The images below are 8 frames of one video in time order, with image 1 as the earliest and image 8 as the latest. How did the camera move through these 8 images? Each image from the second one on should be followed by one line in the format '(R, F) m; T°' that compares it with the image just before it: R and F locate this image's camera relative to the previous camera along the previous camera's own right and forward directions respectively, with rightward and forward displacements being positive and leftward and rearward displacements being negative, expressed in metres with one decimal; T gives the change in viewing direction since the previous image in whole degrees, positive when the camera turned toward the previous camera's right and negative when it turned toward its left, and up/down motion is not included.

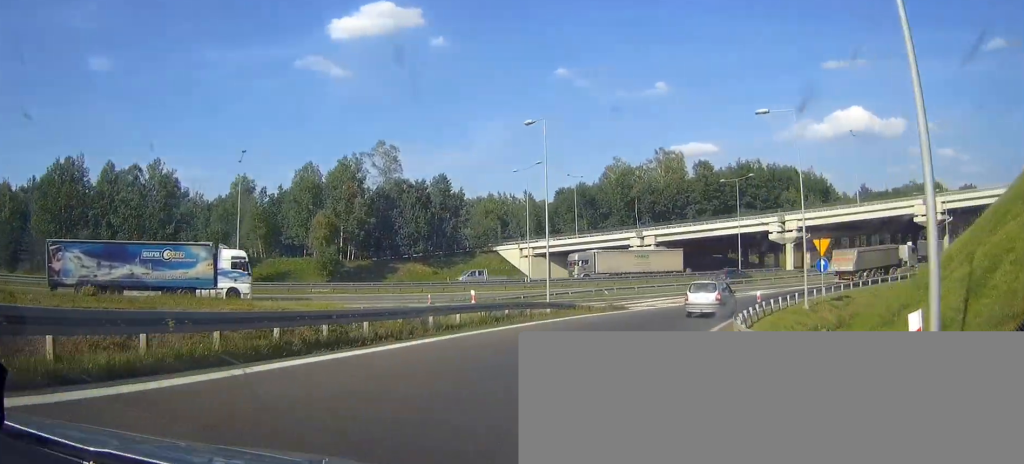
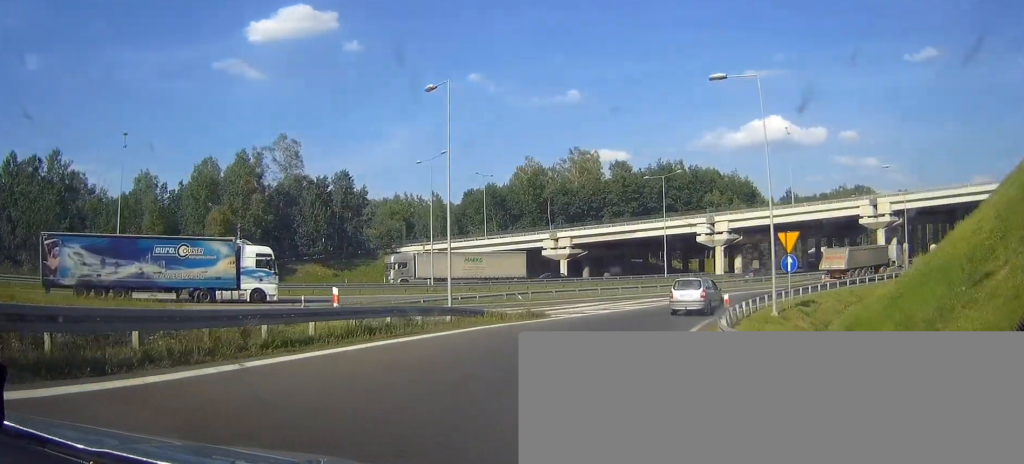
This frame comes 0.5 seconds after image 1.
(+0.2, +7.0) m; +1°
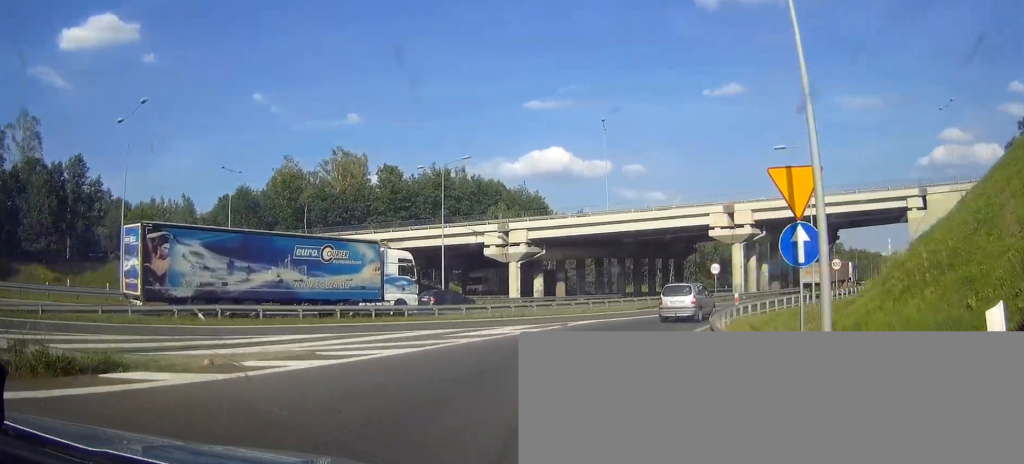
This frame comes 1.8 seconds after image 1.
(+0.1, +20.2) m; +12°
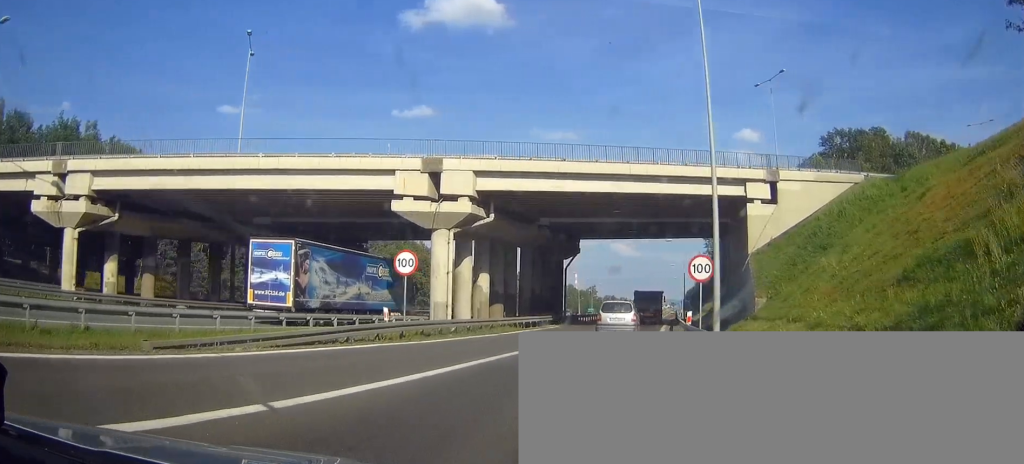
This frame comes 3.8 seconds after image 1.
(+11.5, +27.0) m; +37°
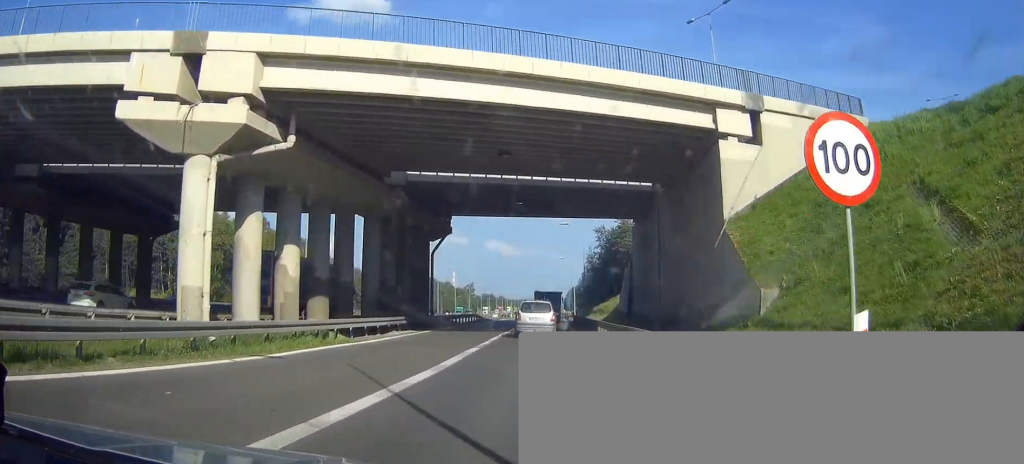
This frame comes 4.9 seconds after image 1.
(+0.9, +17.6) m; +3°
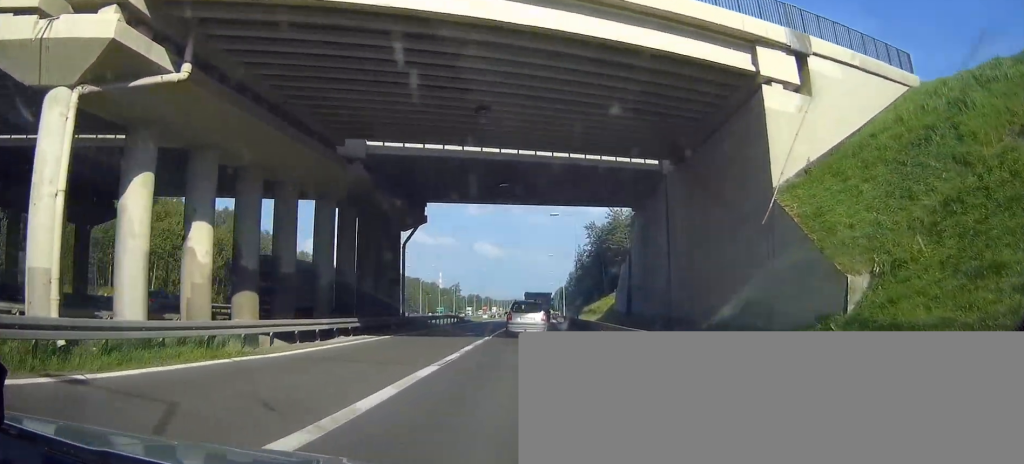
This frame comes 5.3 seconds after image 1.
(0.0, +7.1) m; +1°
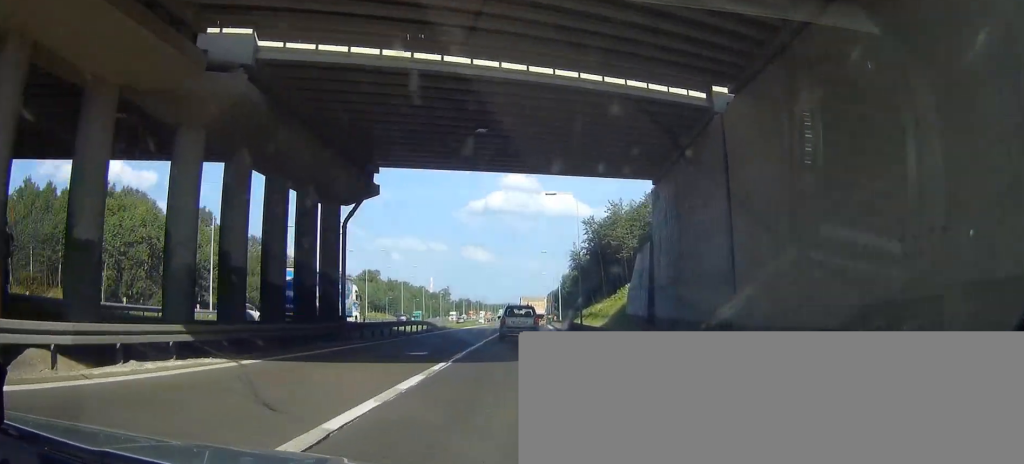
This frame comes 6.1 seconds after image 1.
(-0.1, +13.3) m; +2°
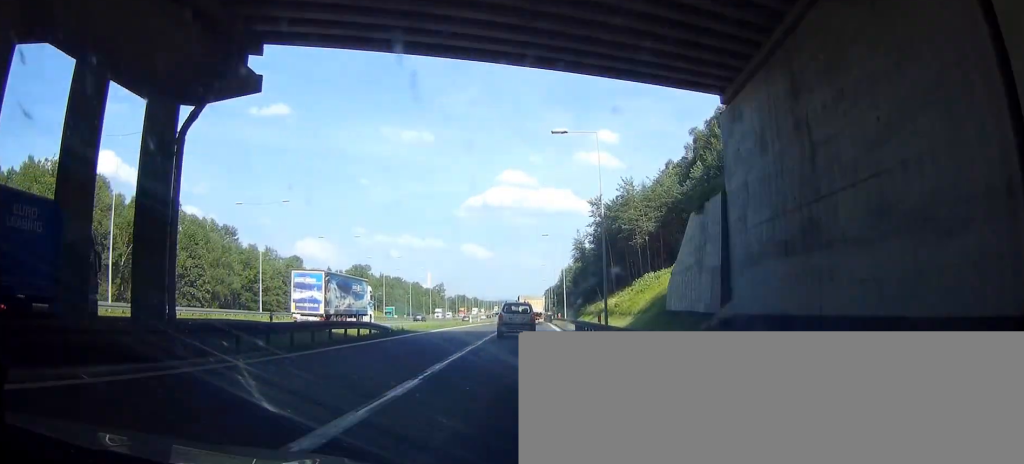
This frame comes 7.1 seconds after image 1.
(+0.8, +16.6) m; +4°
